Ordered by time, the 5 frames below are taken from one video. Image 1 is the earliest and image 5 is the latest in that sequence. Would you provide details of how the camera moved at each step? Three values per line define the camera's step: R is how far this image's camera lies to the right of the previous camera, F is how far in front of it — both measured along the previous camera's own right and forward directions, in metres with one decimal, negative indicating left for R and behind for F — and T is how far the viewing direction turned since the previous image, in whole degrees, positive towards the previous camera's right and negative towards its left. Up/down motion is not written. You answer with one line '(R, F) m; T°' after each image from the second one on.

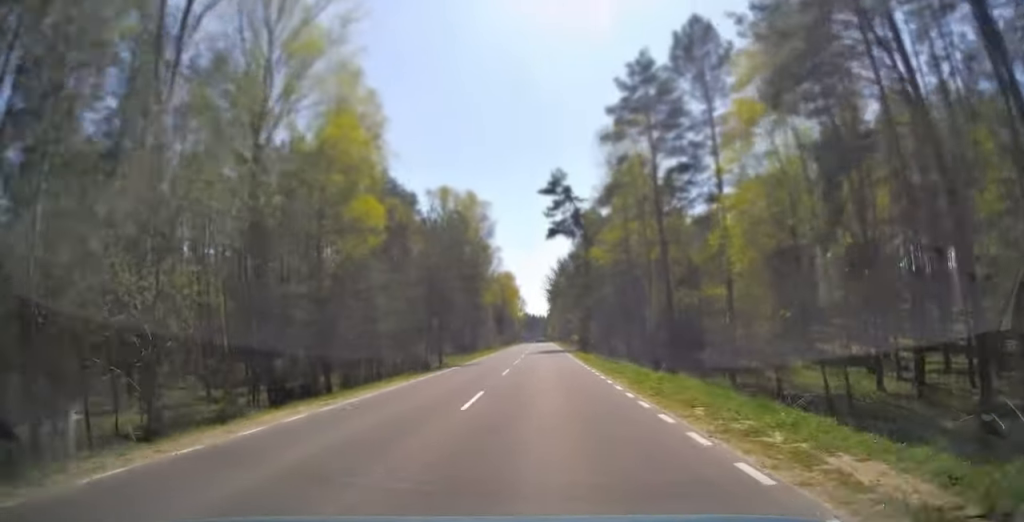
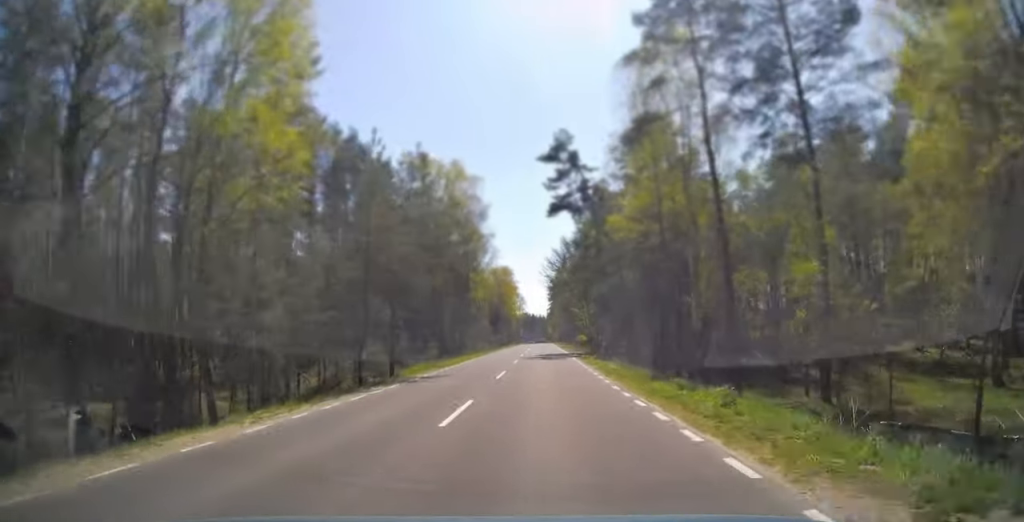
(0.0, +13.7) m; 0°
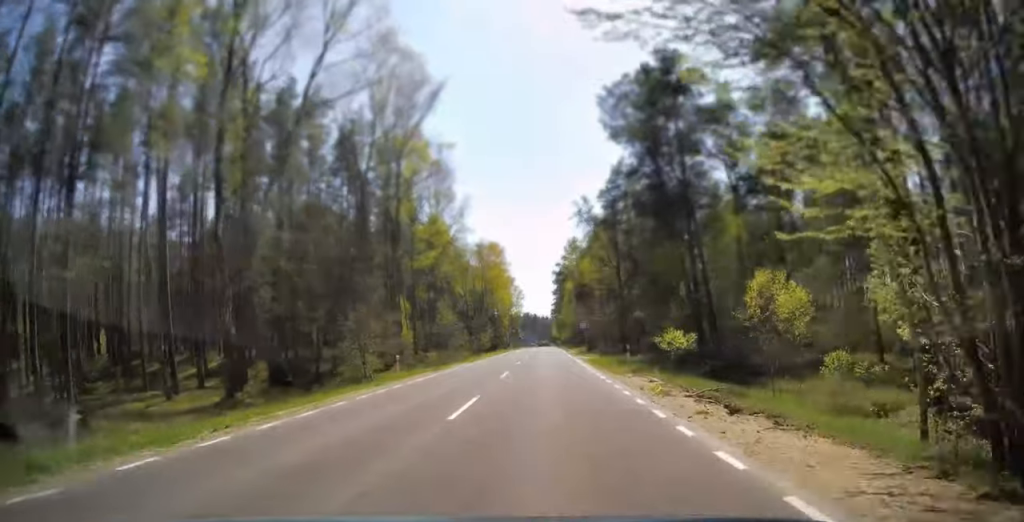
(0.0, +45.6) m; 0°
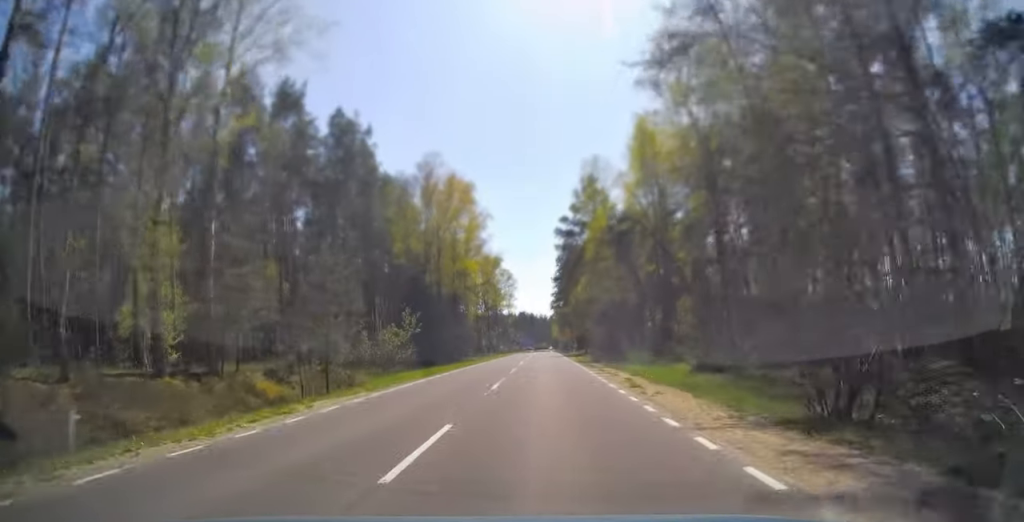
(-0.1, +51.0) m; 0°
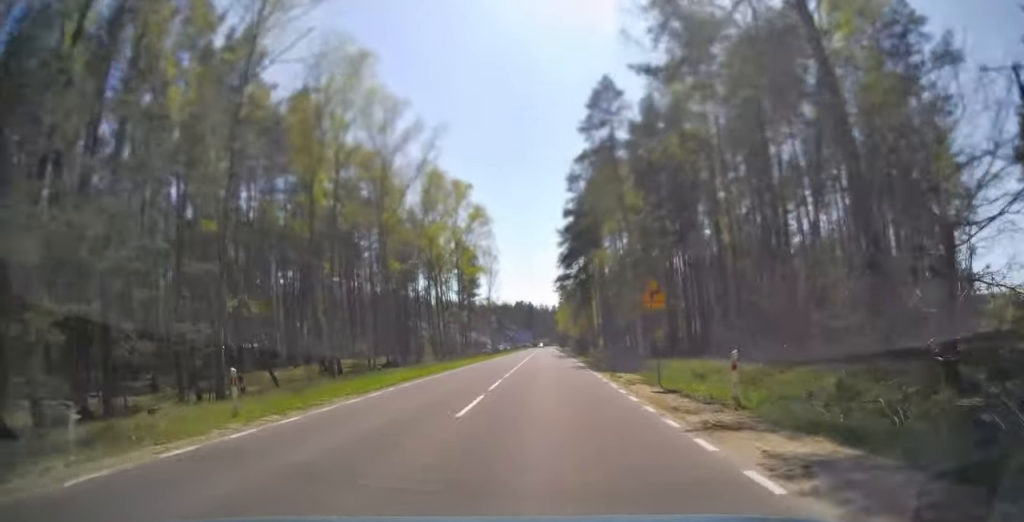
(+0.1, +64.3) m; 0°
